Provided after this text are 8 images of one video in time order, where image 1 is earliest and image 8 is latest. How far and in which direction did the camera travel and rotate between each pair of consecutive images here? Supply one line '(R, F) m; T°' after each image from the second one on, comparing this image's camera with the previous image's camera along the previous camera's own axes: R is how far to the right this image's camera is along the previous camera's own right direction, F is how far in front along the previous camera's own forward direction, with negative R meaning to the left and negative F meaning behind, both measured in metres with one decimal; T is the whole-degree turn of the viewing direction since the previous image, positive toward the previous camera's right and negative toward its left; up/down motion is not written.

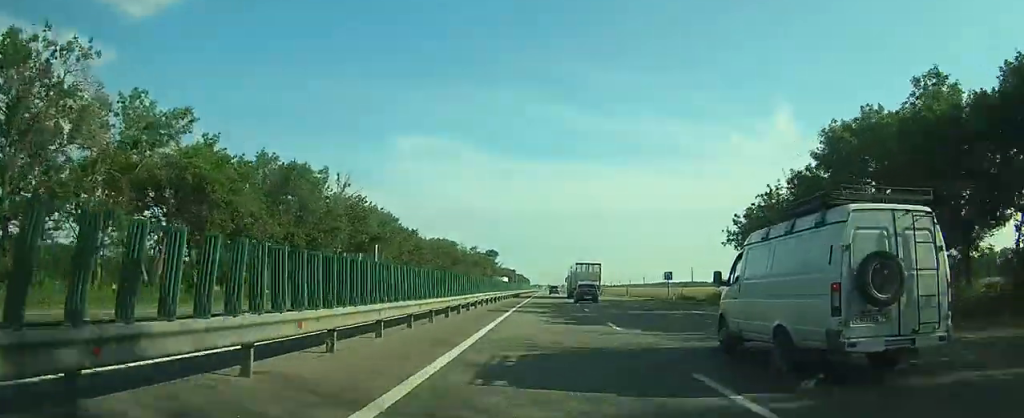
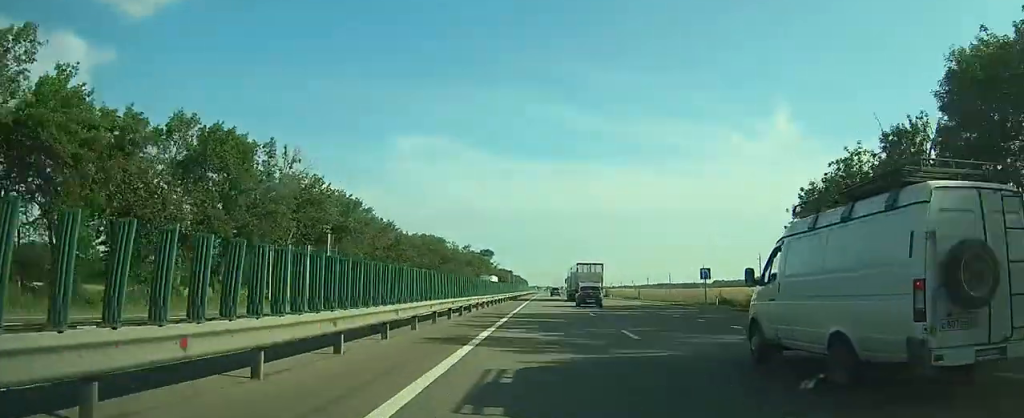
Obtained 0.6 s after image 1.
(0.0, +14.8) m; 0°
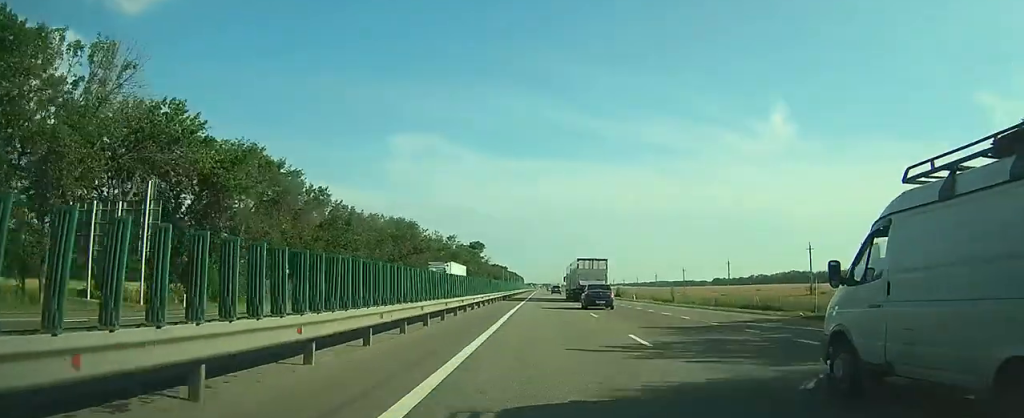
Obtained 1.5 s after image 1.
(0.0, +25.4) m; 0°
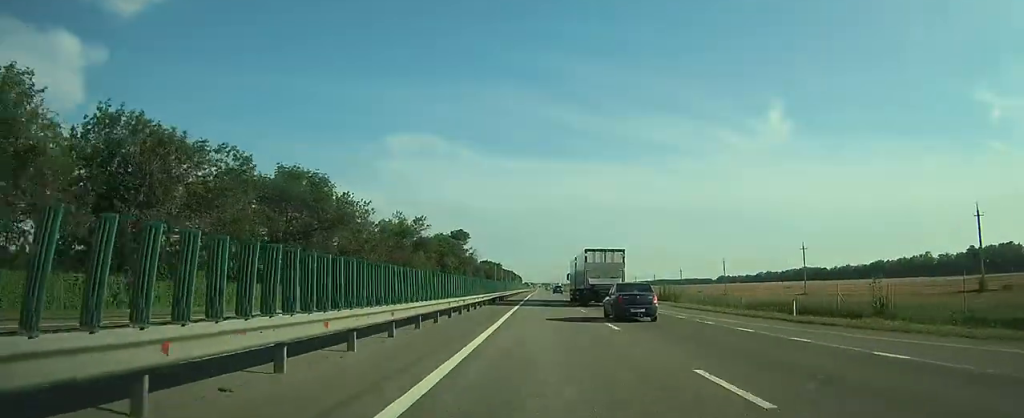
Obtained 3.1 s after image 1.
(+0.3, +42.5) m; 0°
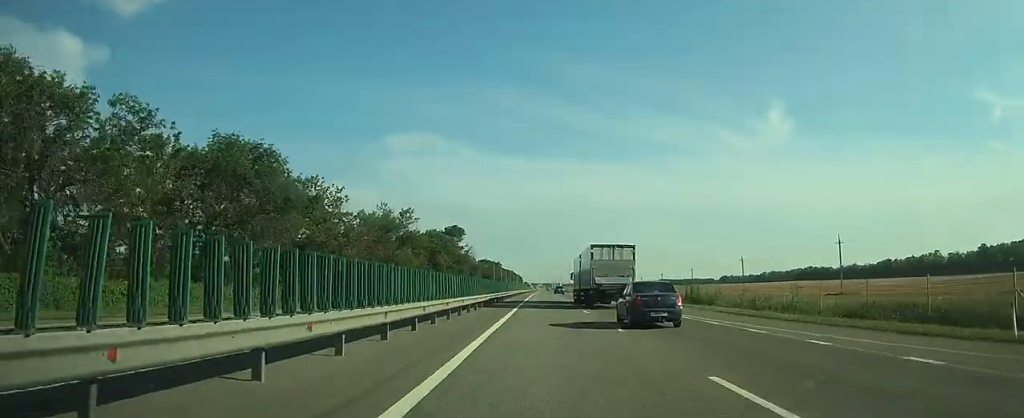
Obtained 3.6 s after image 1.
(0.0, +12.5) m; 0°
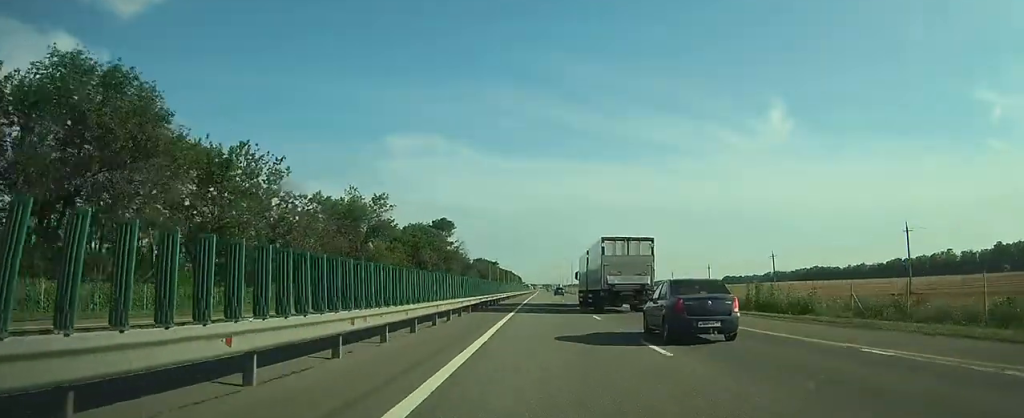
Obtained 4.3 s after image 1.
(-0.1, +18.0) m; 0°
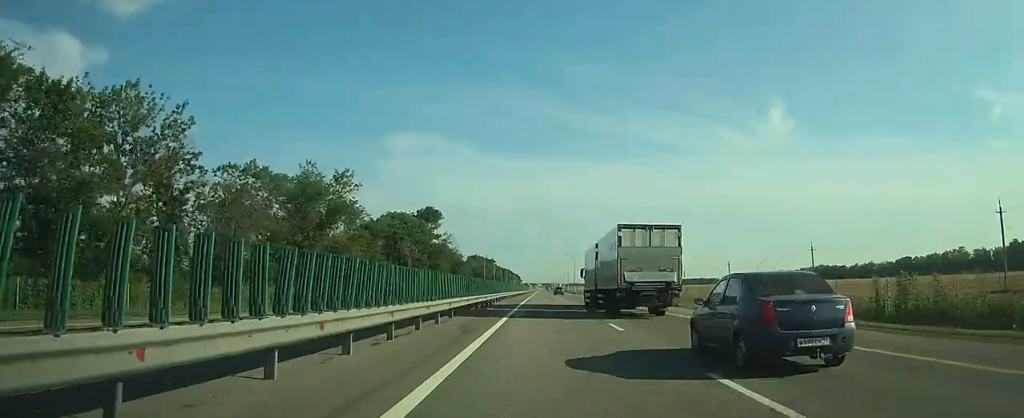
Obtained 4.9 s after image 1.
(0.0, +17.4) m; 0°
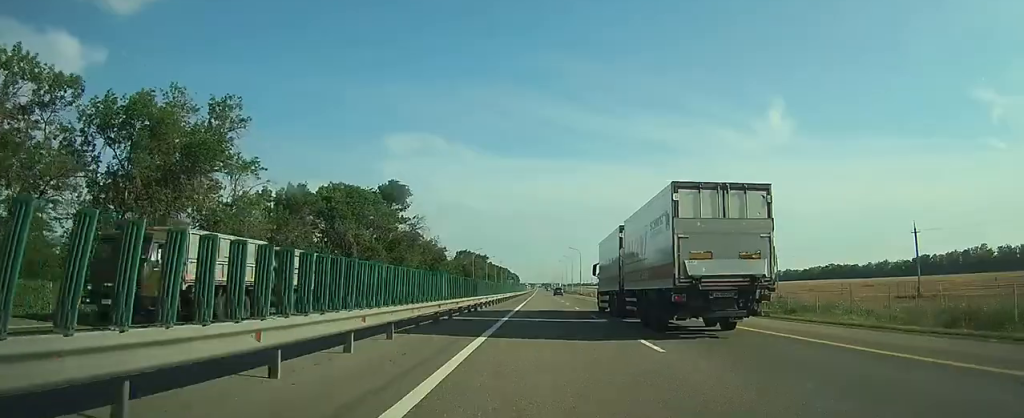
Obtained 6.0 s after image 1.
(+0.1, +29.7) m; 0°
